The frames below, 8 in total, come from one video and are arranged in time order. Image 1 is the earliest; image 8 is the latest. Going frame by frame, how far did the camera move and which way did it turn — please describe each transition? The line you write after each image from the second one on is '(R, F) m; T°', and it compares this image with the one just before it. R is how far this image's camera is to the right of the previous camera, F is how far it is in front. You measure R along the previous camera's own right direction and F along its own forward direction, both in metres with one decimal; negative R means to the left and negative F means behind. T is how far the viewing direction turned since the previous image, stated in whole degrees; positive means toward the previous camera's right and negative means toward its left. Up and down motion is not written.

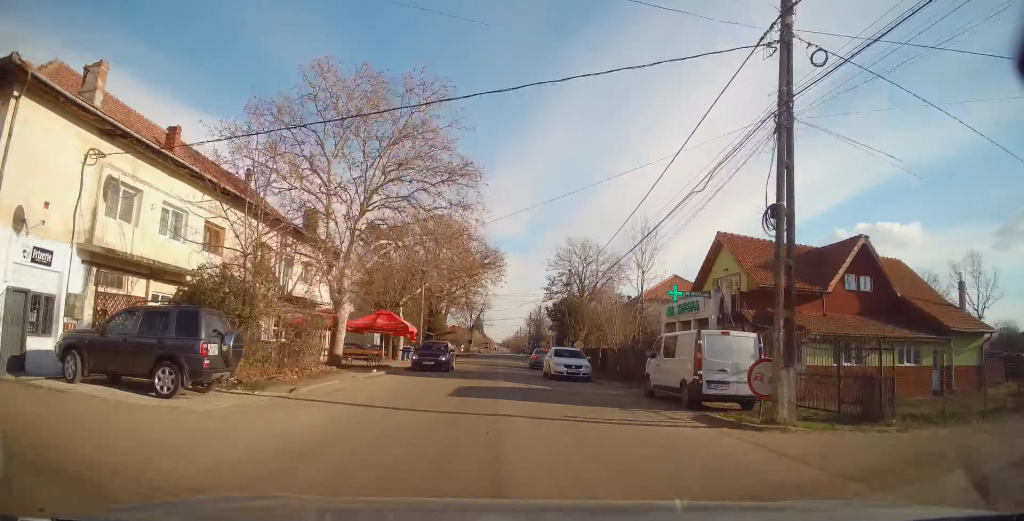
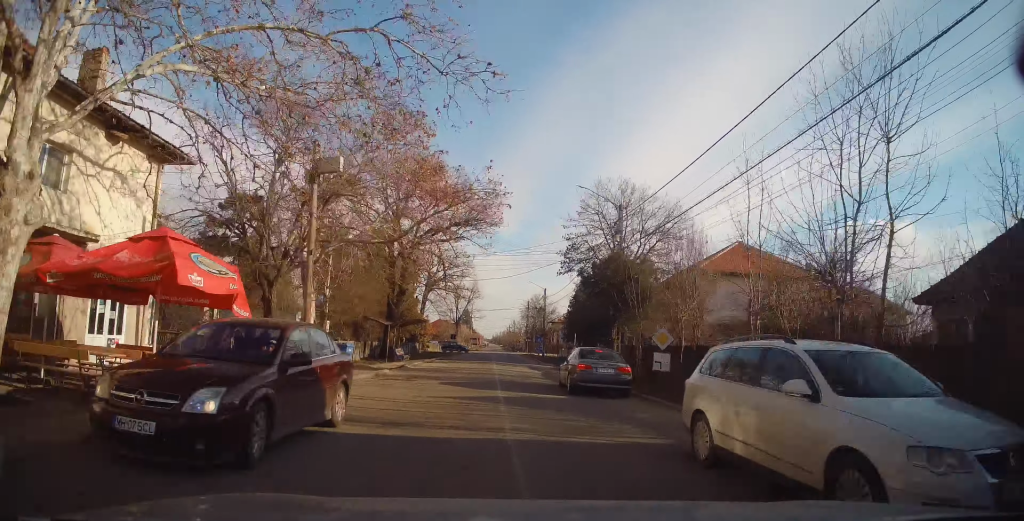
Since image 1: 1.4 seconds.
(+0.3, +19.6) m; +1°
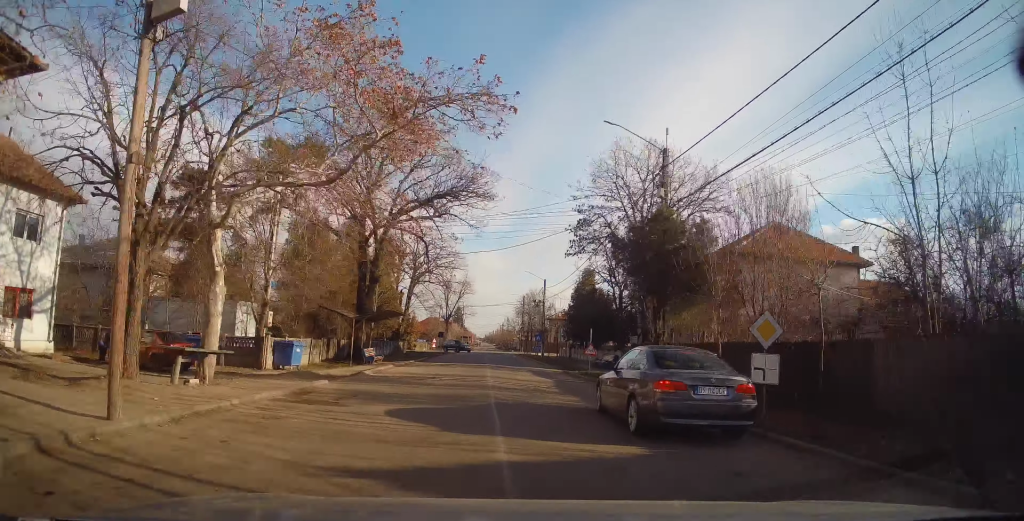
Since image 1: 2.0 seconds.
(0.0, +8.0) m; +1°
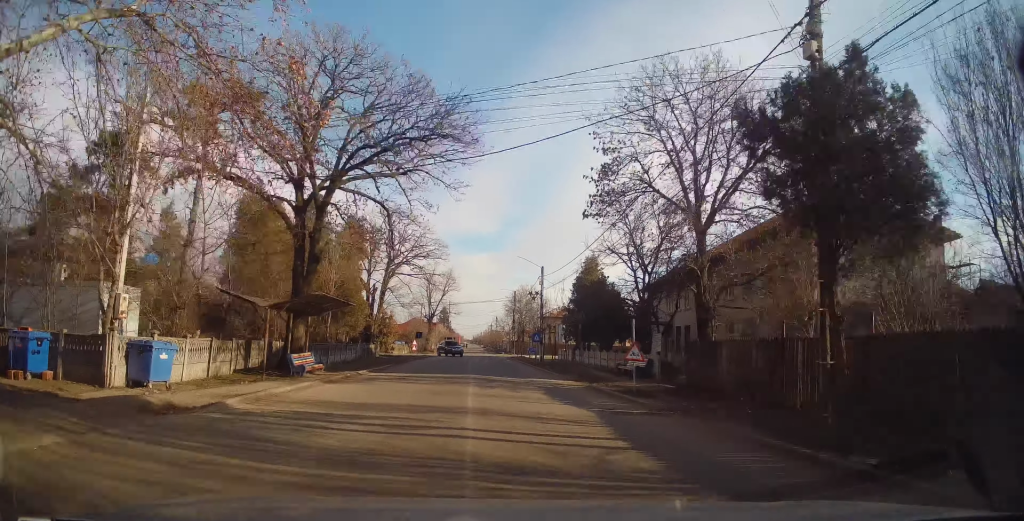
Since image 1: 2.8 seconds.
(+0.1, +9.8) m; +2°
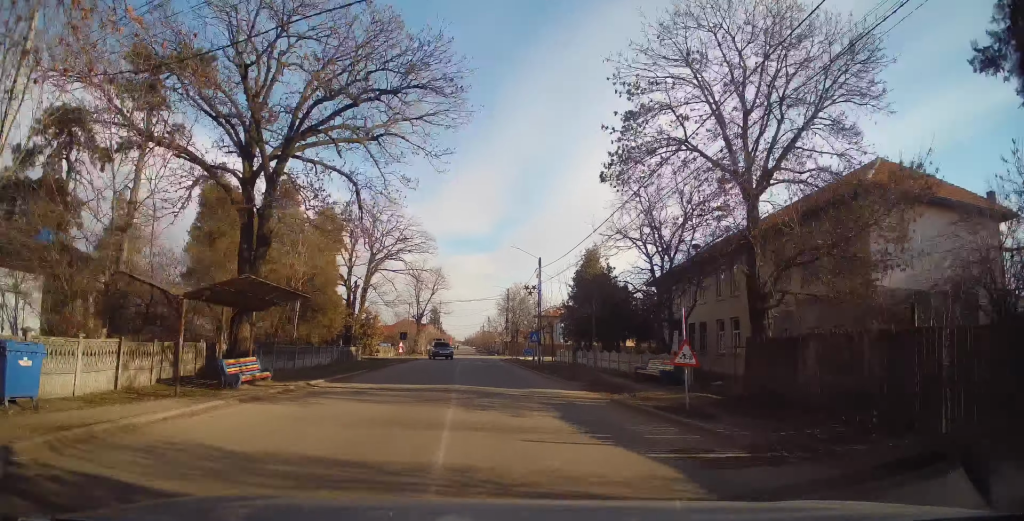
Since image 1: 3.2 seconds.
(+0.1, +5.4) m; +1°
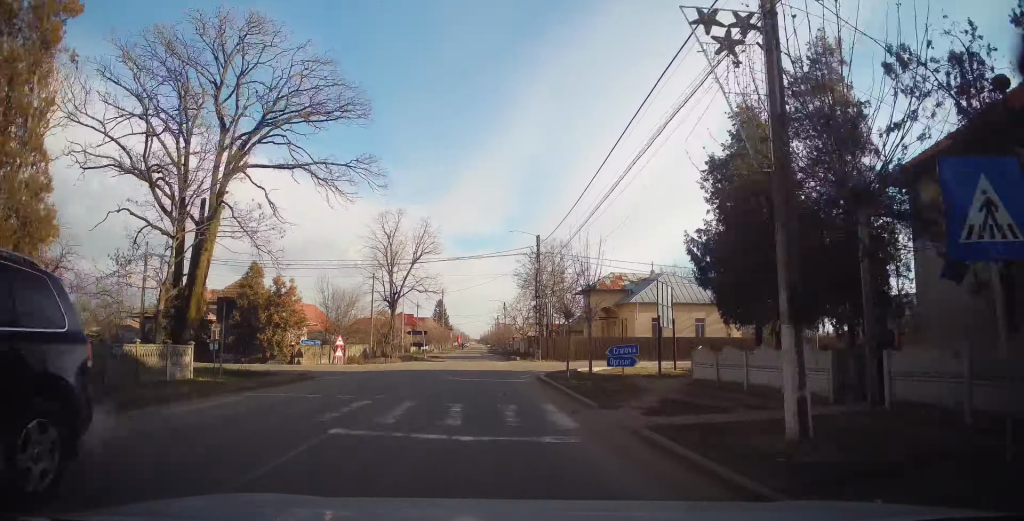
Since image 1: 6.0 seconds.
(+0.1, +32.9) m; -1°
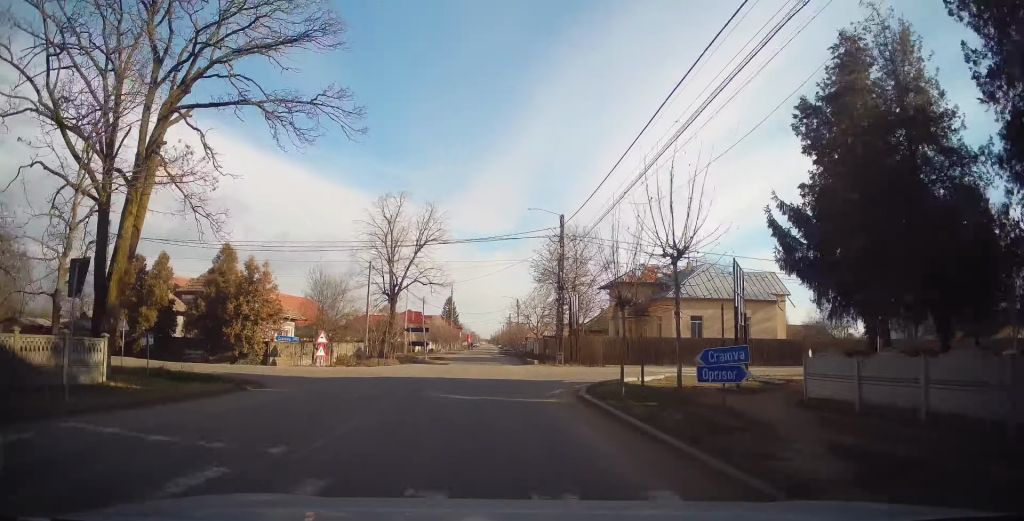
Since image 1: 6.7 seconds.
(-0.1, +6.1) m; -2°
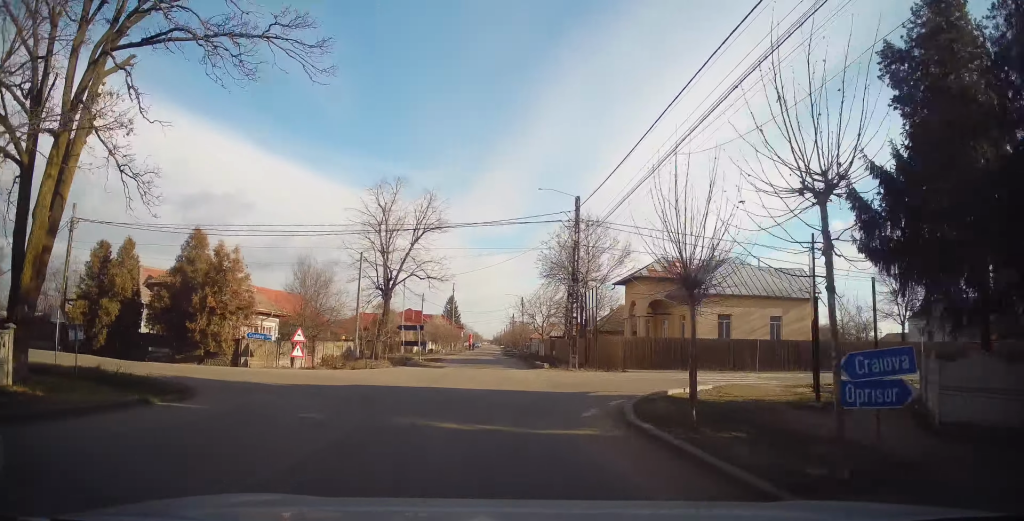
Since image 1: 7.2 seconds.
(0.0, +4.1) m; -2°
